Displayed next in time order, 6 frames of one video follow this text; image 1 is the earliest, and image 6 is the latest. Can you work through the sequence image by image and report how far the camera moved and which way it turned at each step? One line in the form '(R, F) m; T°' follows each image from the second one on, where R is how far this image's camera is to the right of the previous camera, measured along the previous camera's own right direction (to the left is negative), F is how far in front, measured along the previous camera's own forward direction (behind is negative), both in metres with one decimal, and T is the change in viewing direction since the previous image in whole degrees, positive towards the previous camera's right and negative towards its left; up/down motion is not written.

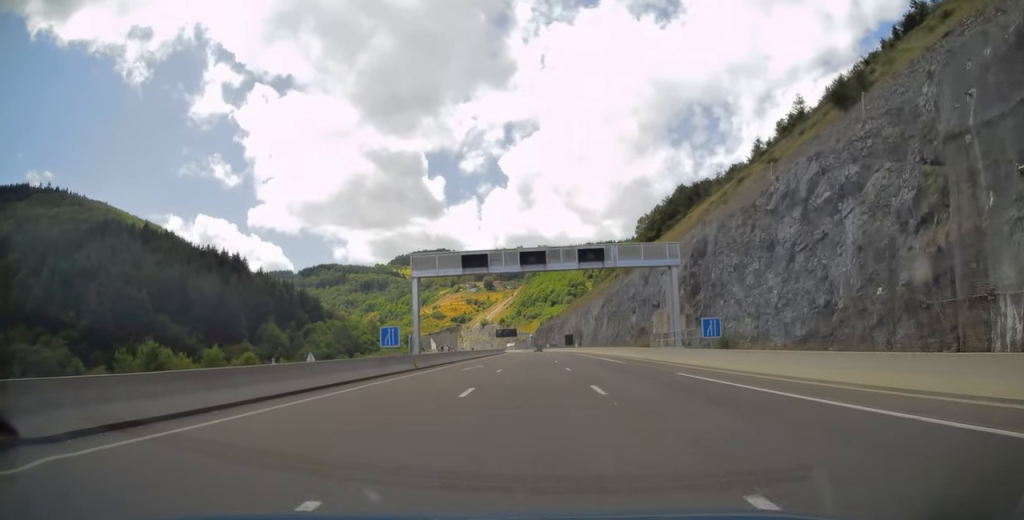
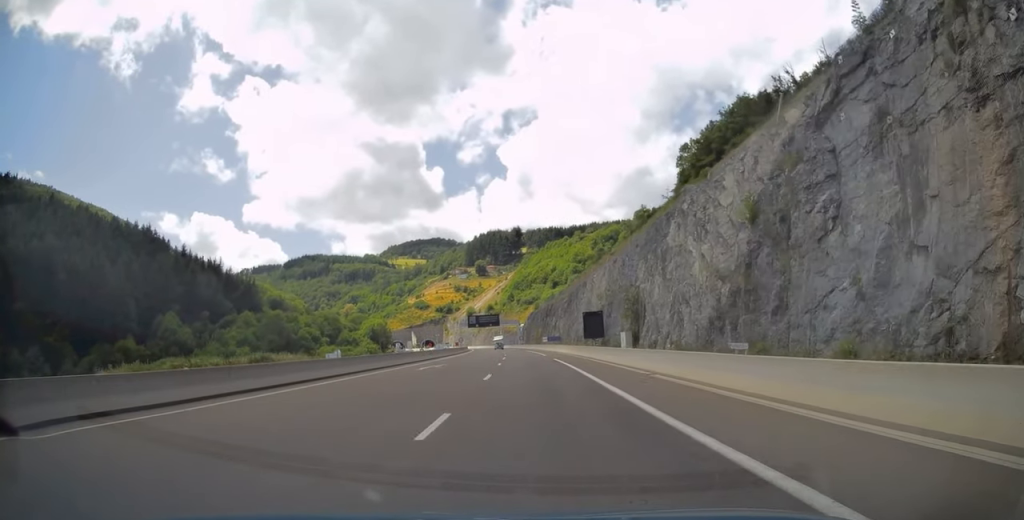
(+1.4, +84.4) m; 0°
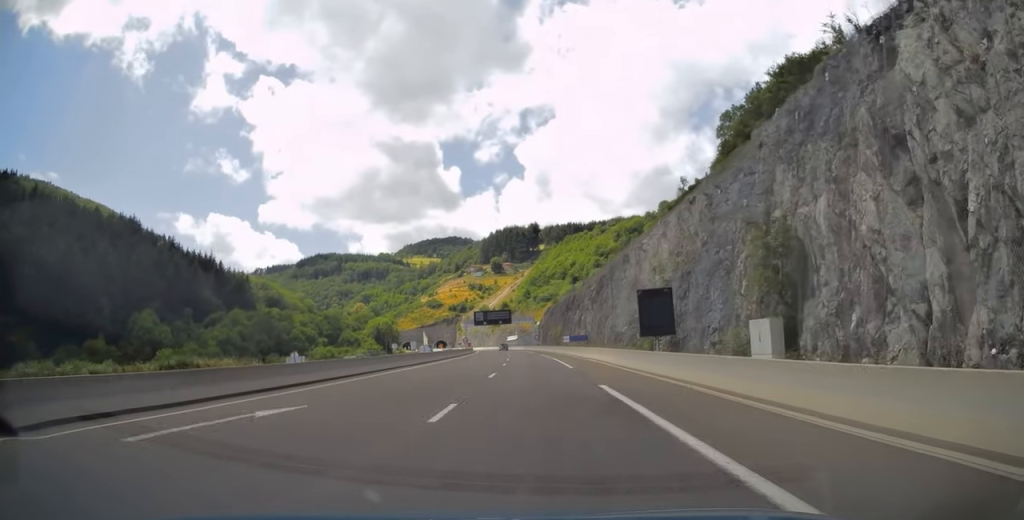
(-0.3, +24.0) m; -1°
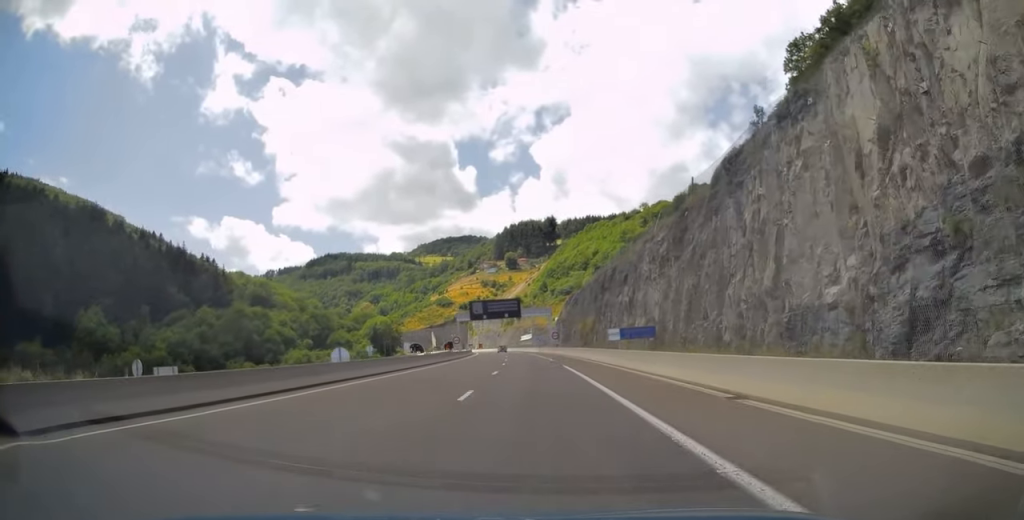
(-0.2, +35.0) m; -2°
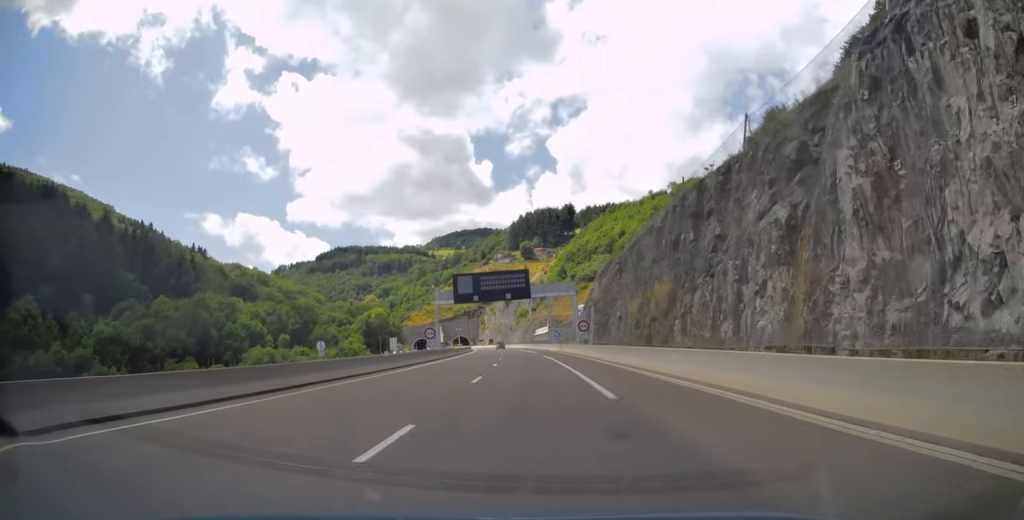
(-0.8, +34.1) m; -2°
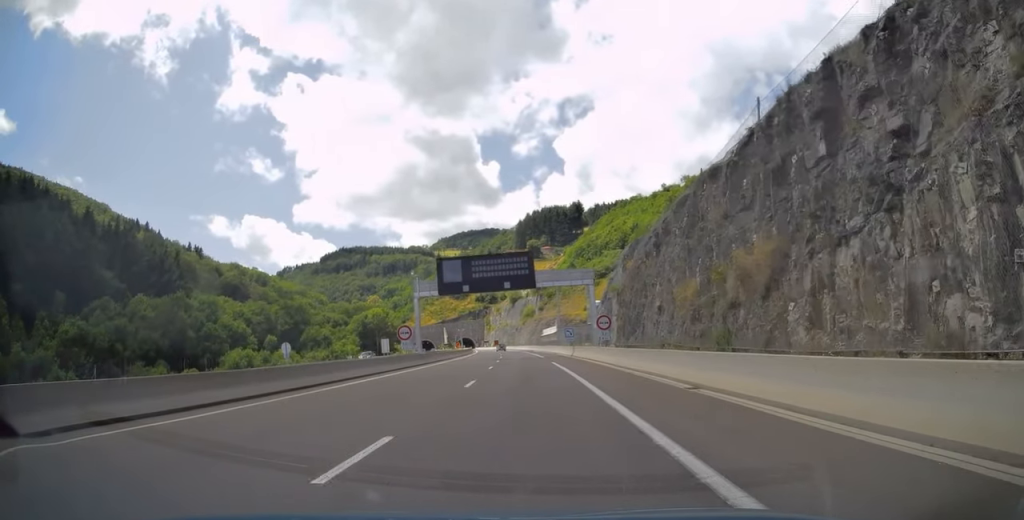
(0.0, +14.2) m; -1°
